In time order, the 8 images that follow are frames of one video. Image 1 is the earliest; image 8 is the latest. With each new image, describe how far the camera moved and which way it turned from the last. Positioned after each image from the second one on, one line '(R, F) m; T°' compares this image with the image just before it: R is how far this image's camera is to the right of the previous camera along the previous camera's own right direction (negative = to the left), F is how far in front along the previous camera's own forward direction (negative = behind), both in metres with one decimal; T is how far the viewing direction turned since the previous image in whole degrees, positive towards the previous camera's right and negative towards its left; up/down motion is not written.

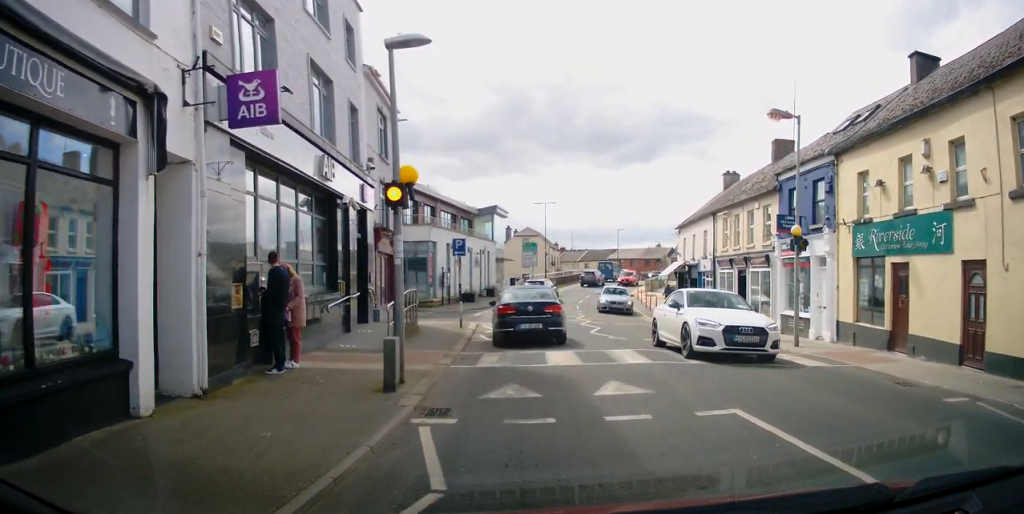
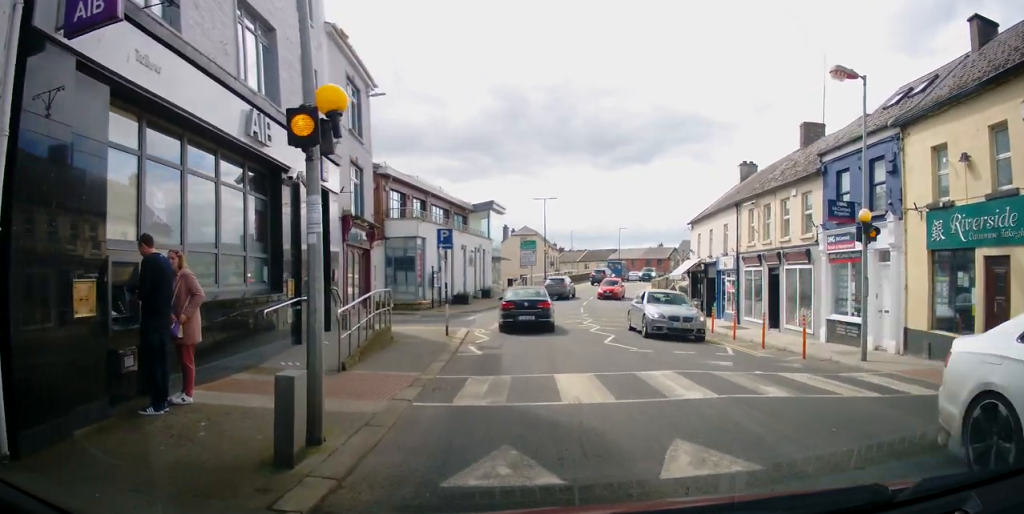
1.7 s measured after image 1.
(+0.3, +3.5) m; +3°
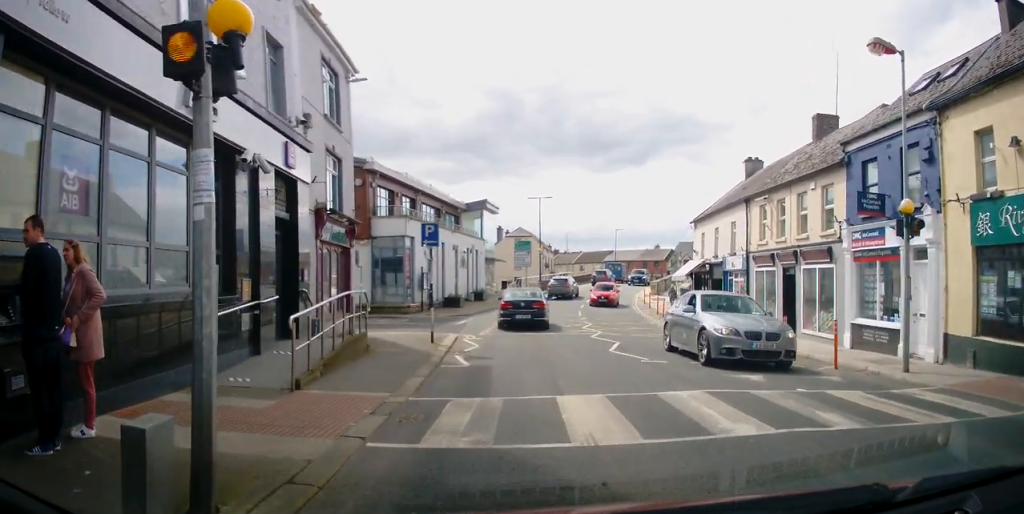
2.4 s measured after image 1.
(0.0, +1.6) m; -5°
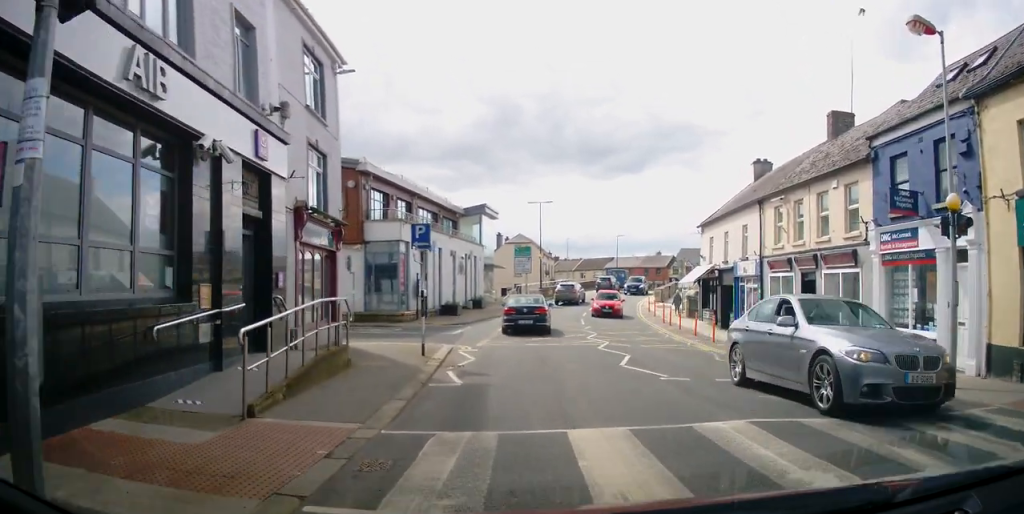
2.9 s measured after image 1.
(-0.1, +1.3) m; +2°
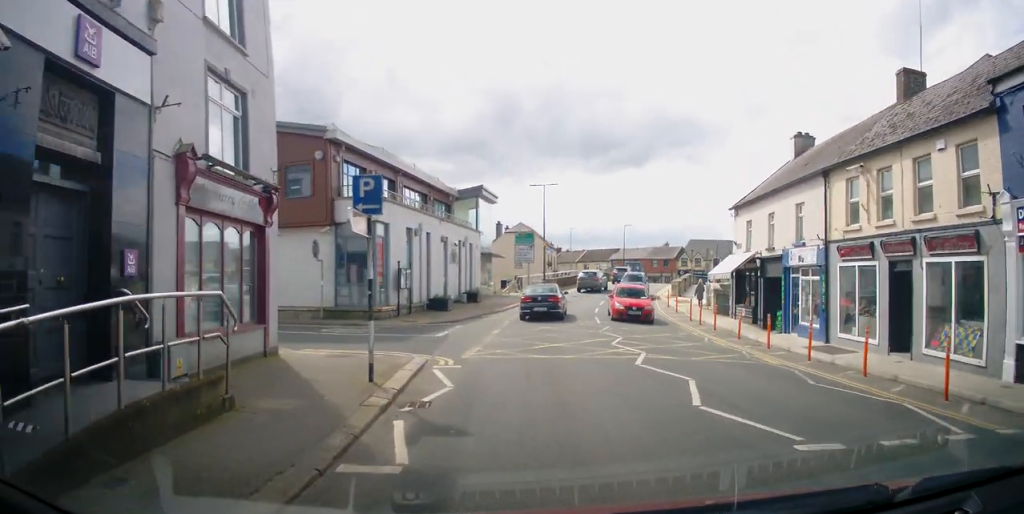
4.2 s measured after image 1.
(+0.4, +4.4) m; +3°
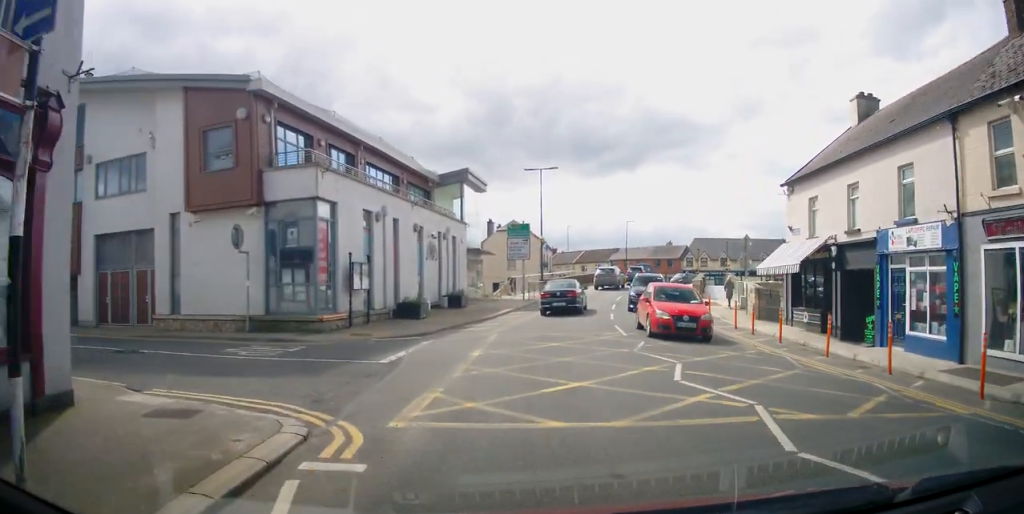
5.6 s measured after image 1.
(-0.2, +6.3) m; -1°
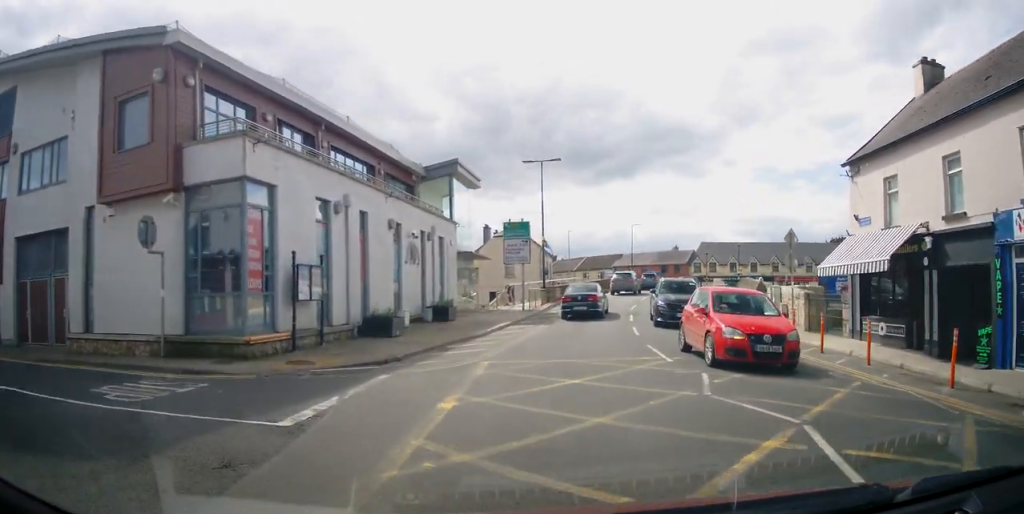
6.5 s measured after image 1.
(+0.1, +4.6) m; +1°
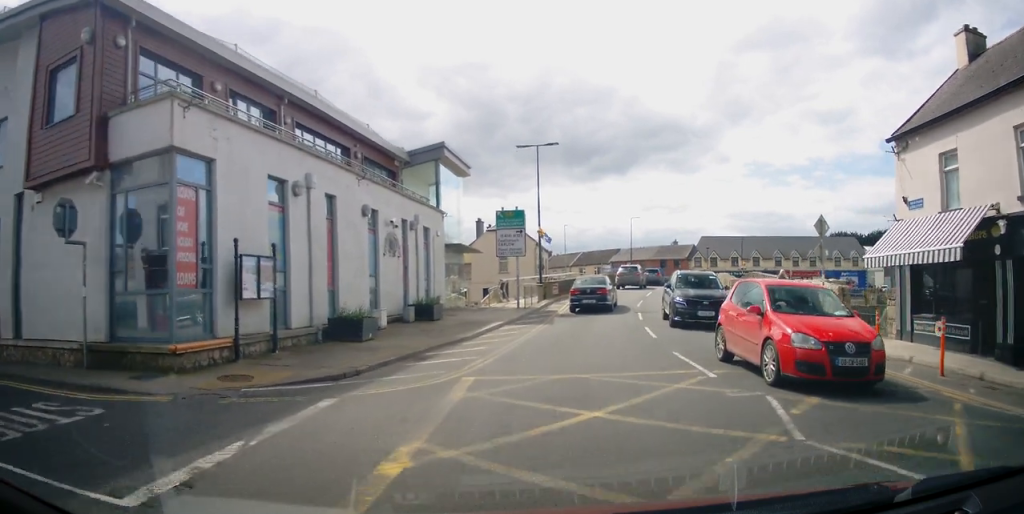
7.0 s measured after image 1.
(-0.1, +2.7) m; -1°
